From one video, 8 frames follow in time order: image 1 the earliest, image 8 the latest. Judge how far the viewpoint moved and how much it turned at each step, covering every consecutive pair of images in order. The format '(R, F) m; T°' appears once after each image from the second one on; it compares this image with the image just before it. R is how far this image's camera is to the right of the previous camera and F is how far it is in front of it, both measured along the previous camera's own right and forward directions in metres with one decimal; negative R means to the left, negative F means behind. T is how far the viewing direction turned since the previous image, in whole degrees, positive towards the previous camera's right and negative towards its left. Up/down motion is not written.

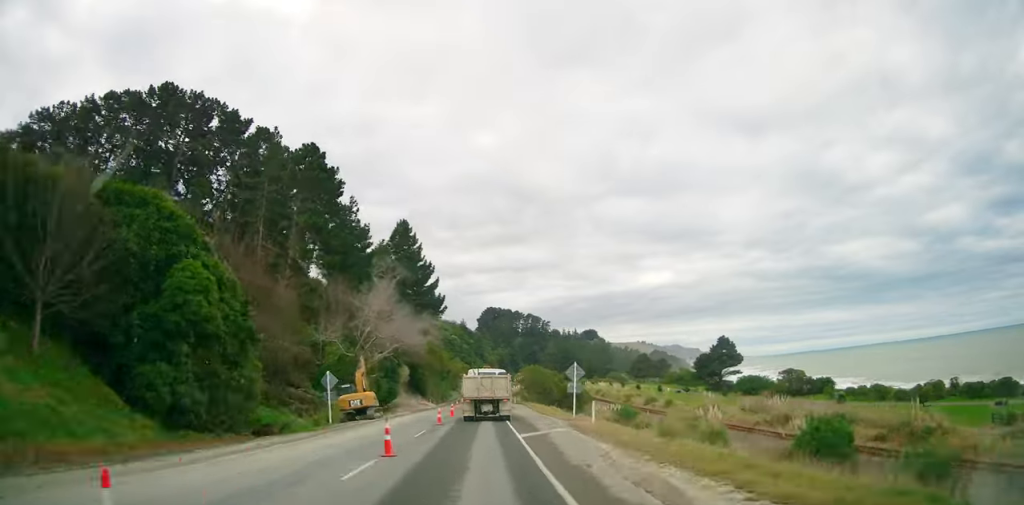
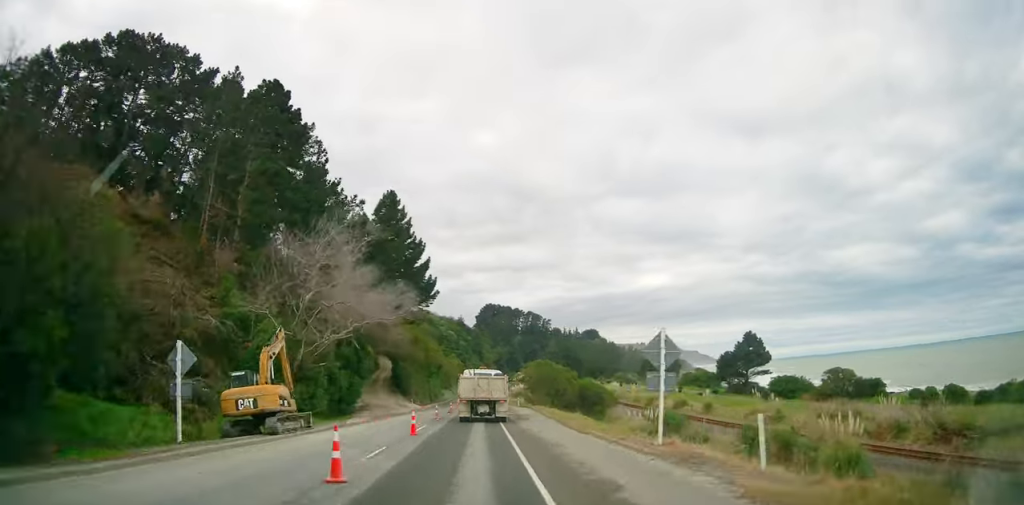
(-0.2, +17.7) m; 0°
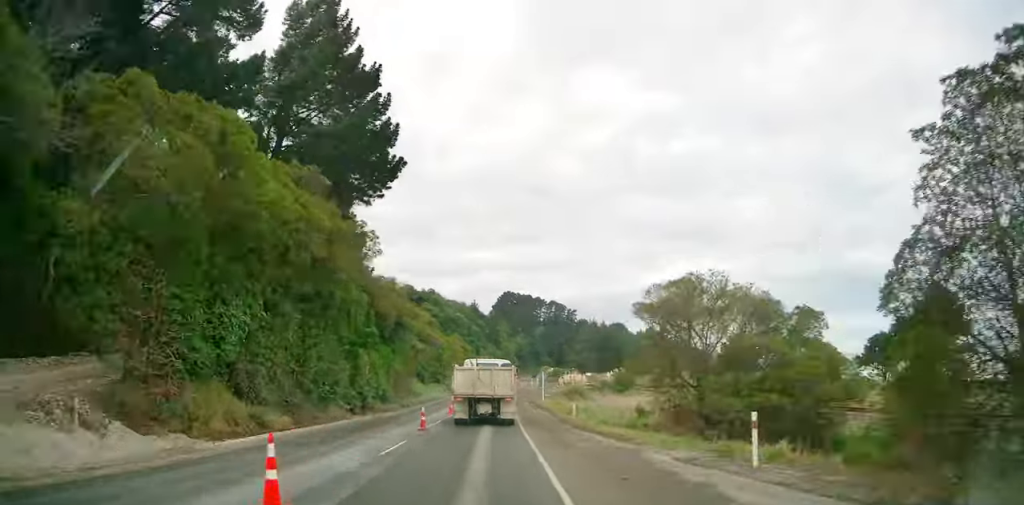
(-0.6, +52.1) m; +1°
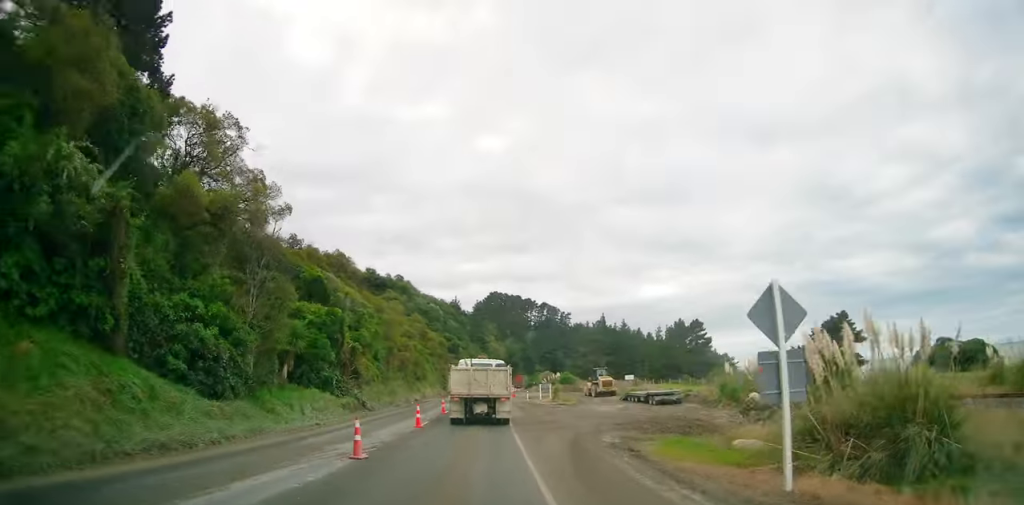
(+0.8, +50.0) m; -1°
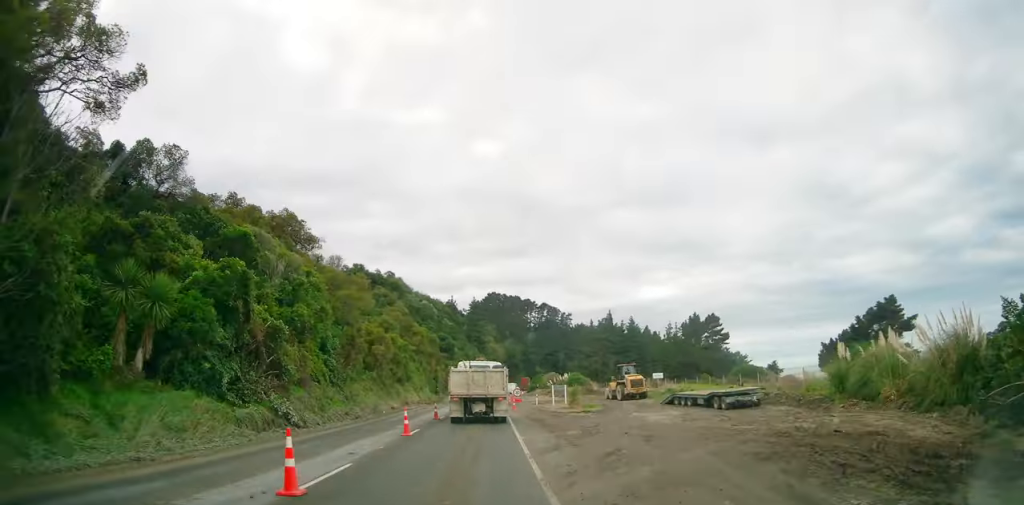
(-1.1, +15.7) m; 0°
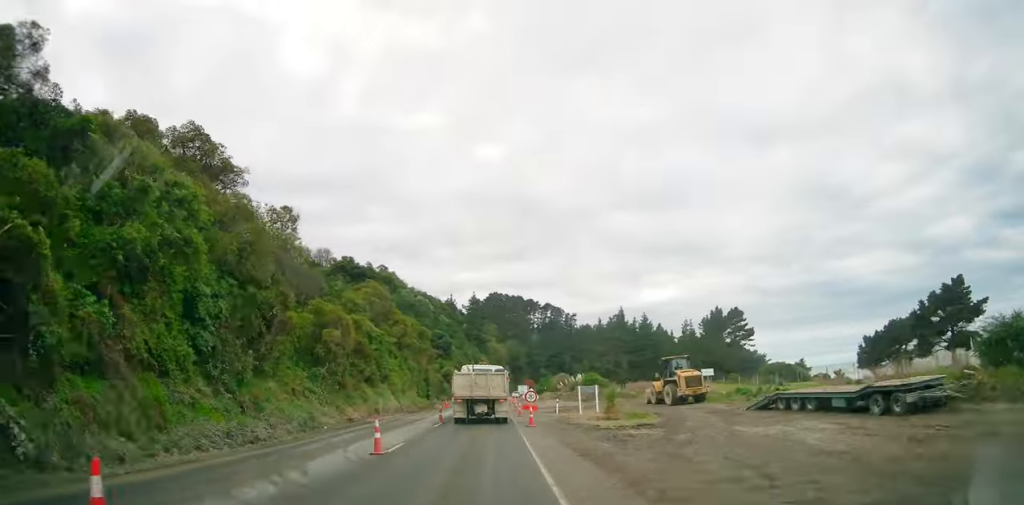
(+0.4, +15.6) m; 0°
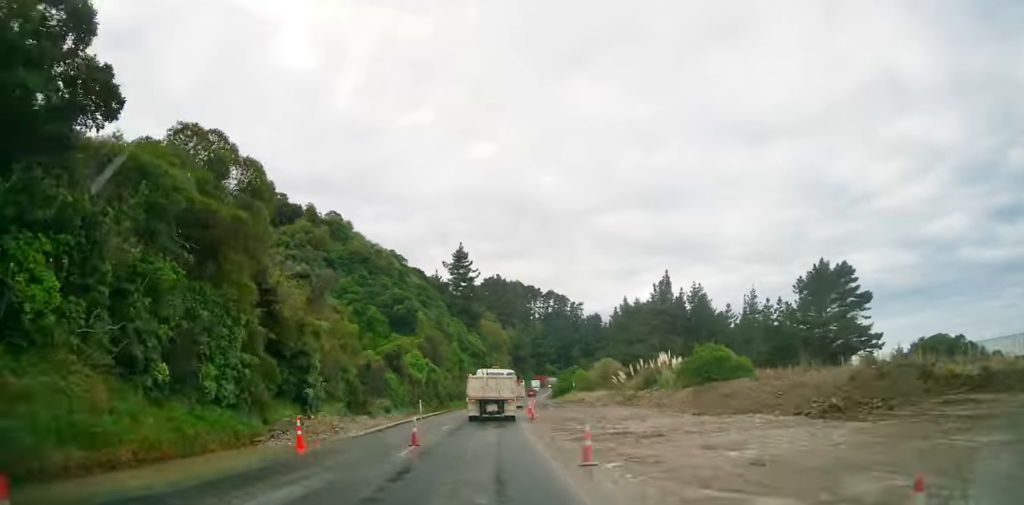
(+0.4, +50.6) m; +3°
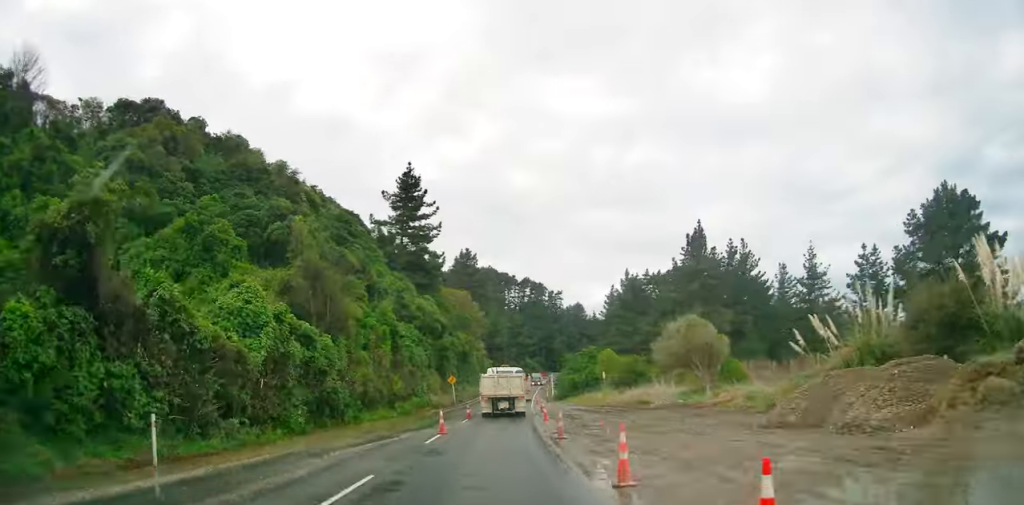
(+2.4, +37.2) m; +4°
